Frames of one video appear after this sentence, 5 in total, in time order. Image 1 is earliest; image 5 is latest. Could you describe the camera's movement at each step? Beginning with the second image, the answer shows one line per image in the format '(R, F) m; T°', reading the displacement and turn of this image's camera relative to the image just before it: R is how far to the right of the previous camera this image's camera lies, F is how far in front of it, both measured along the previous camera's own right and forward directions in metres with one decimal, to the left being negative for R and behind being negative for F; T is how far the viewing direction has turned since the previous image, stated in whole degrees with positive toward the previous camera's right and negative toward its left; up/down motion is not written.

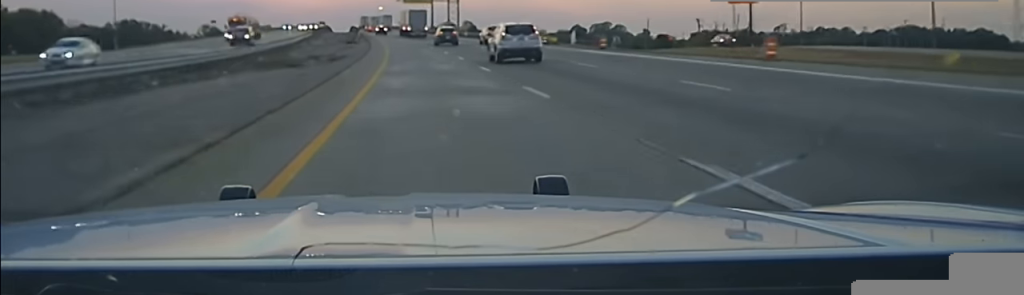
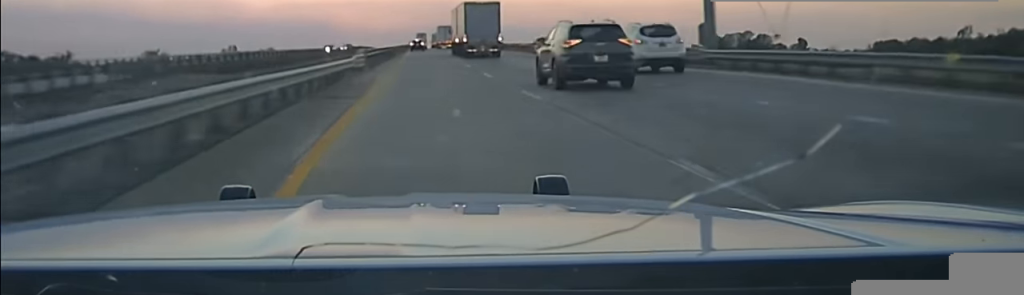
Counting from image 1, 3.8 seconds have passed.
(-5.9, +158.5) m; -4°
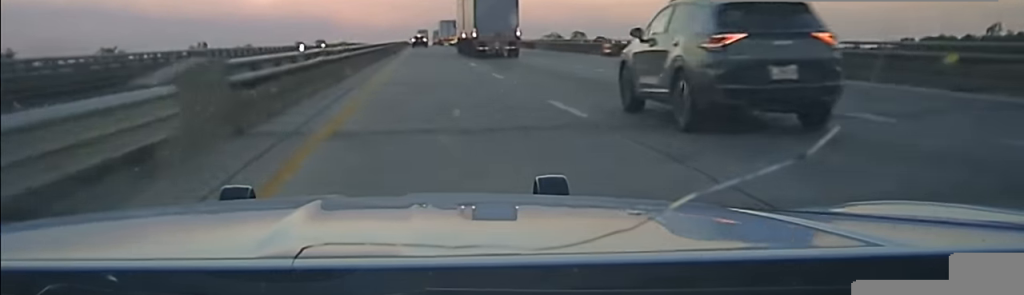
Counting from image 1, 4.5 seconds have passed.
(-0.3, +29.2) m; 0°
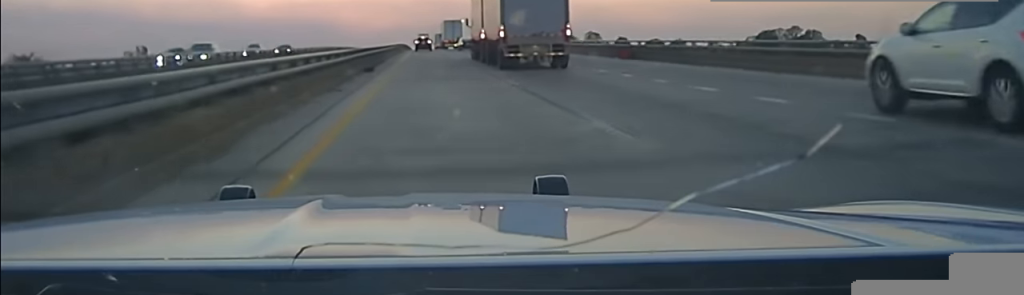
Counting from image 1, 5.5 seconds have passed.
(+0.4, +37.0) m; +1°
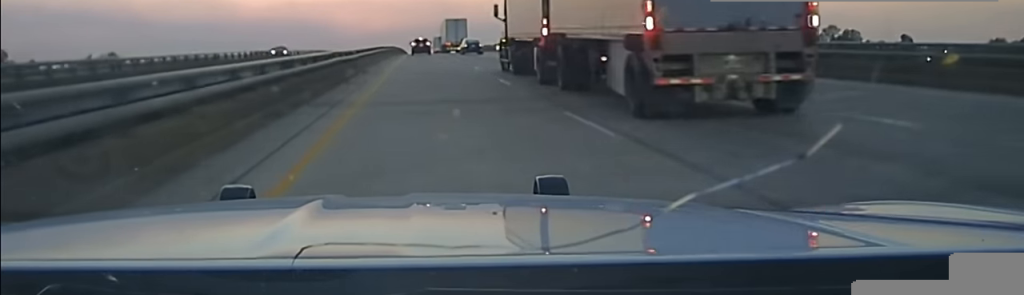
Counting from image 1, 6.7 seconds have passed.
(-0.1, +45.0) m; -1°
